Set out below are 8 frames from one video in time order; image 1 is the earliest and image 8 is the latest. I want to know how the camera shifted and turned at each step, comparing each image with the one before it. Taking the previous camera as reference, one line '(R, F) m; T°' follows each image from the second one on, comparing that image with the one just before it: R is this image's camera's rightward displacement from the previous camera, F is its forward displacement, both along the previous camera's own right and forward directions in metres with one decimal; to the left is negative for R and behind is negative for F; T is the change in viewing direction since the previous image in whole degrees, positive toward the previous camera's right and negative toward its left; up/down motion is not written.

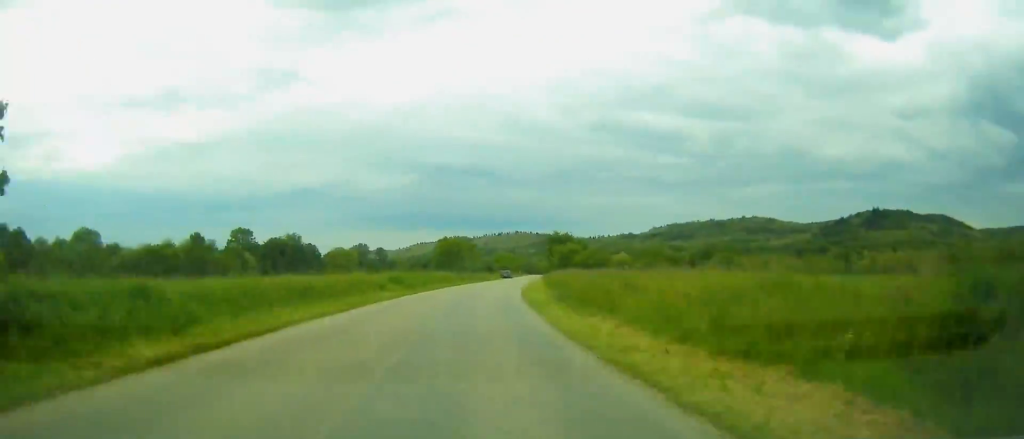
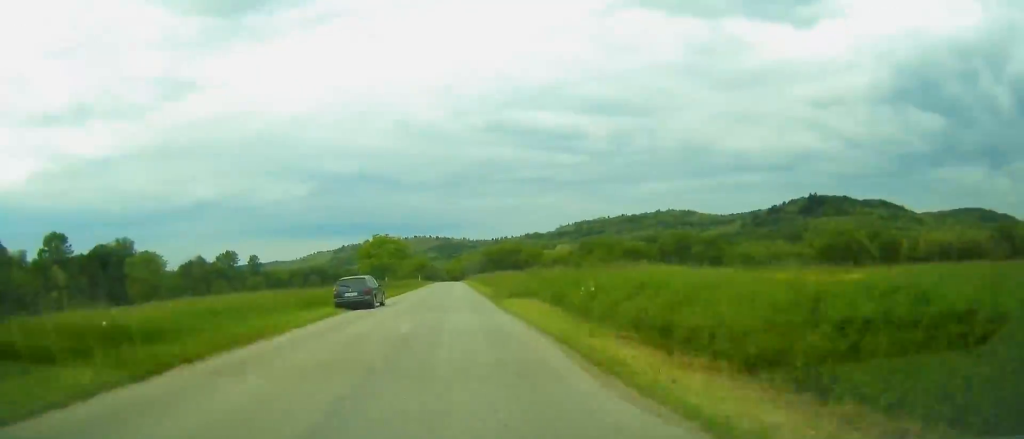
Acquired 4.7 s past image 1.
(+5.6, +89.8) m; +5°
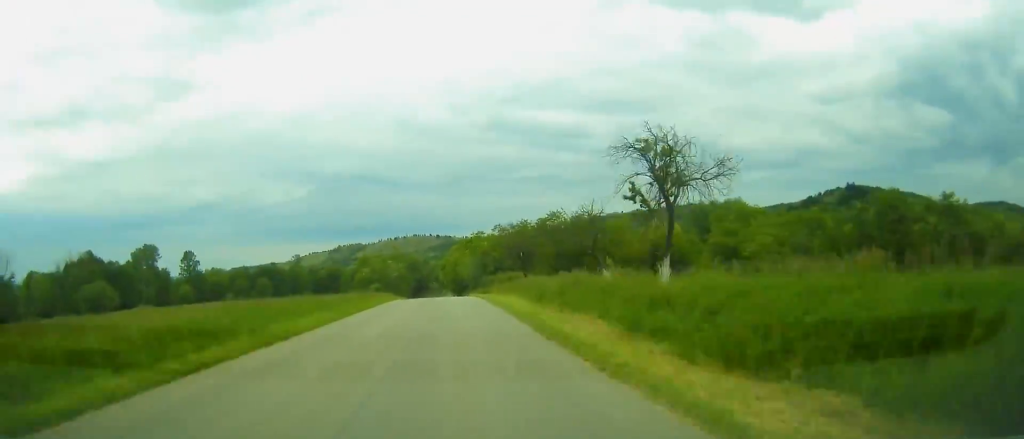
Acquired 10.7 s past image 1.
(+0.6, +113.9) m; 0°
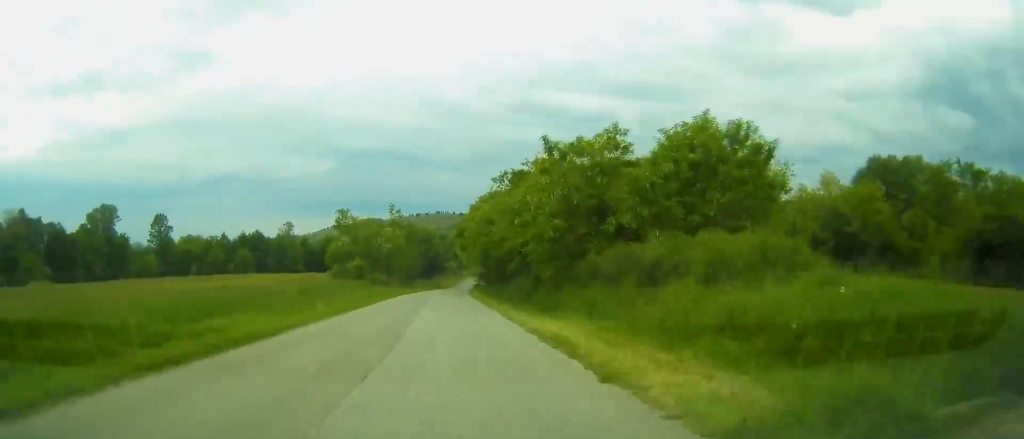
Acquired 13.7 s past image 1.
(-0.4, +54.8) m; 0°
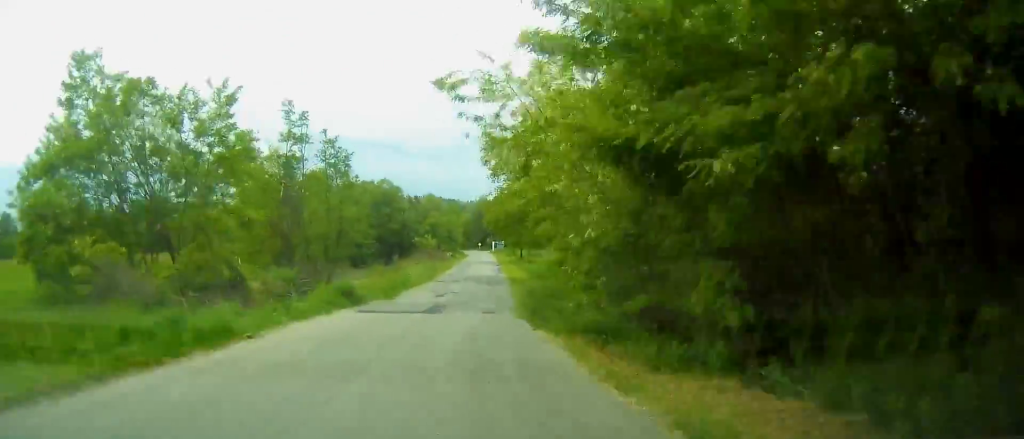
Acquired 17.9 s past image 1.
(+0.4, +73.3) m; +2°
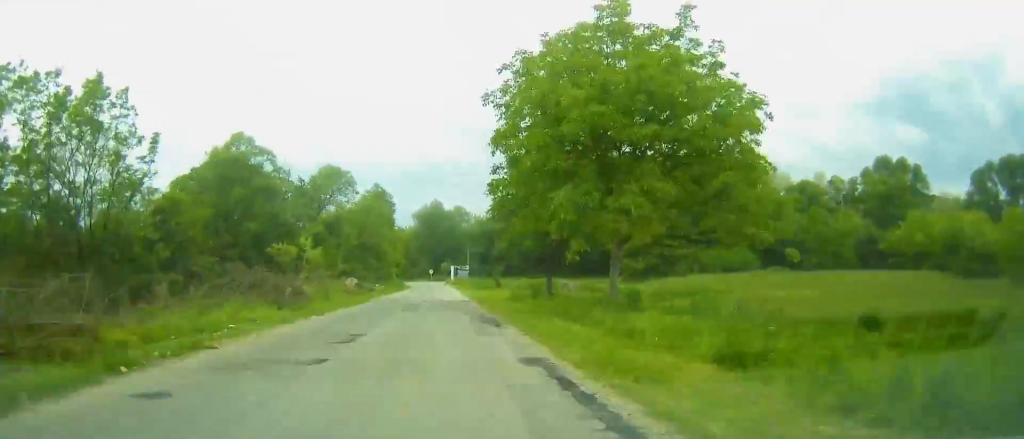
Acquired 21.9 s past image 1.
(+2.0, +68.6) m; 0°
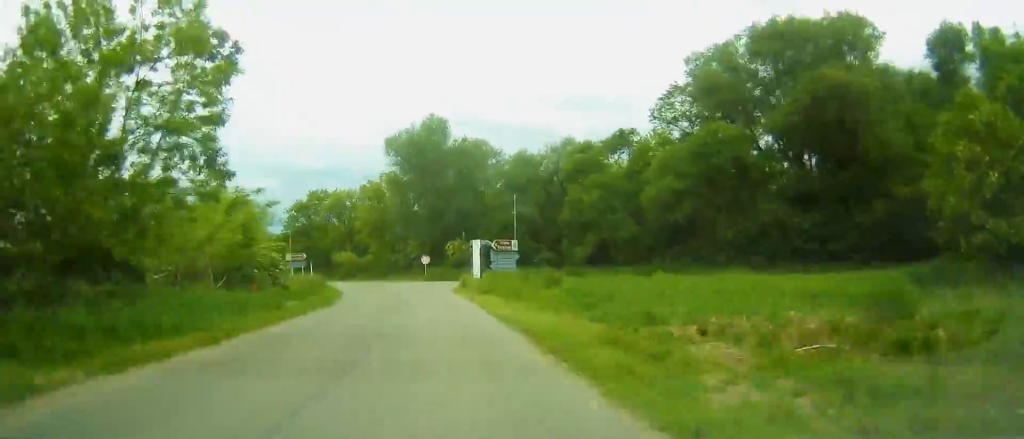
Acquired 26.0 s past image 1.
(-2.2, +69.2) m; -8°
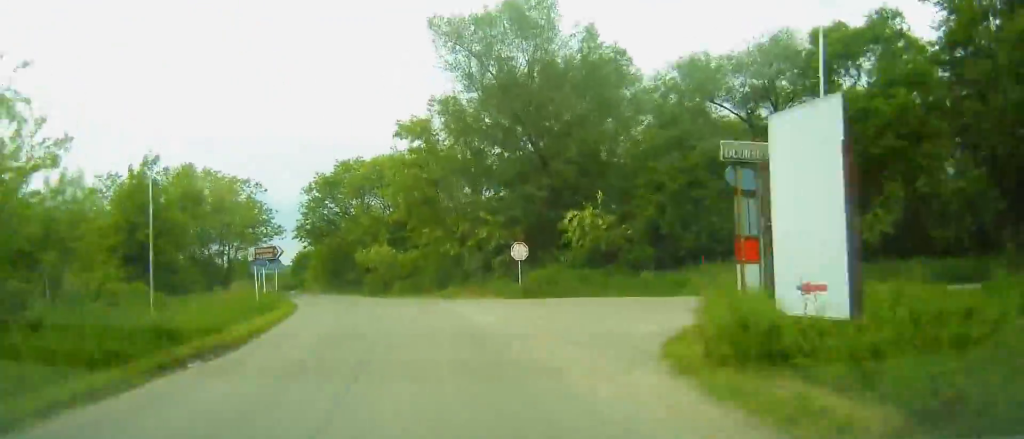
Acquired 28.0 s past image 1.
(+0.1, +33.4) m; -6°
